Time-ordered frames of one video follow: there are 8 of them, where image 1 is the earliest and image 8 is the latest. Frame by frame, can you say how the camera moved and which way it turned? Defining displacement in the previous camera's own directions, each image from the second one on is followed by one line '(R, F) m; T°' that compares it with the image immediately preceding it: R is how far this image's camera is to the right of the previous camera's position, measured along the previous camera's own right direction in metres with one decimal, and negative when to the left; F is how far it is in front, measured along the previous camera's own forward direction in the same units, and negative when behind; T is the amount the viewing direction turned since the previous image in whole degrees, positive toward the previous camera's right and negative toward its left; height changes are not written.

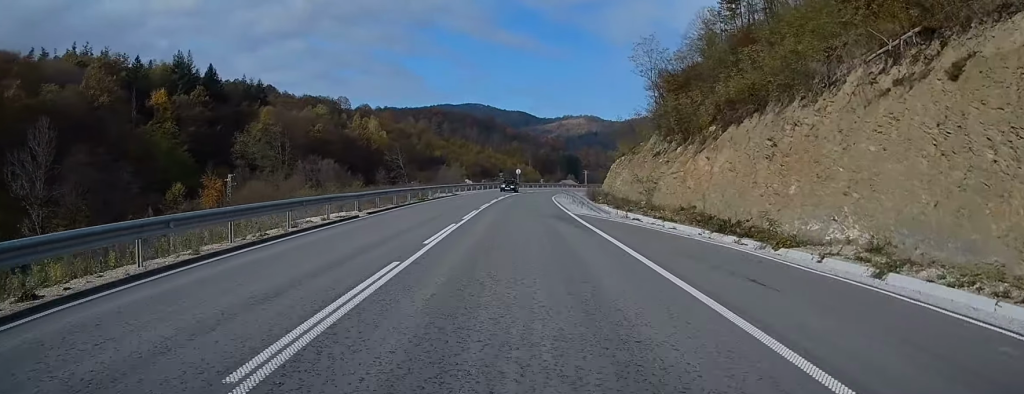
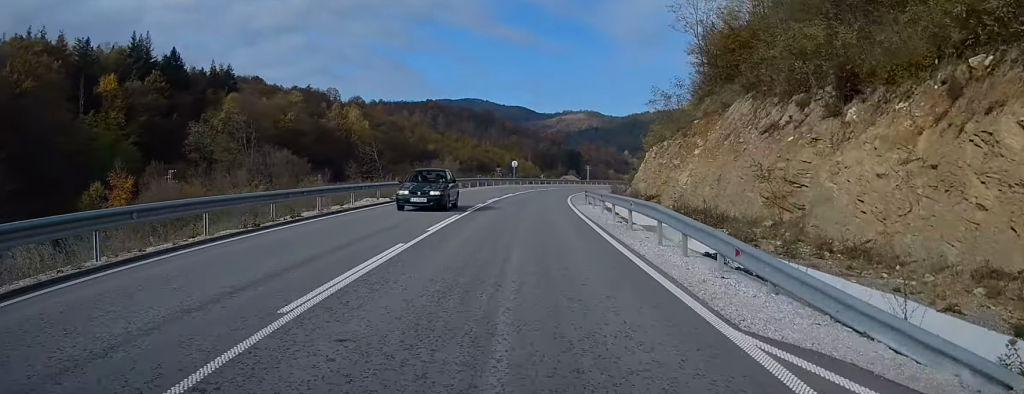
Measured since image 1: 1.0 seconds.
(0.0, +25.3) m; 0°
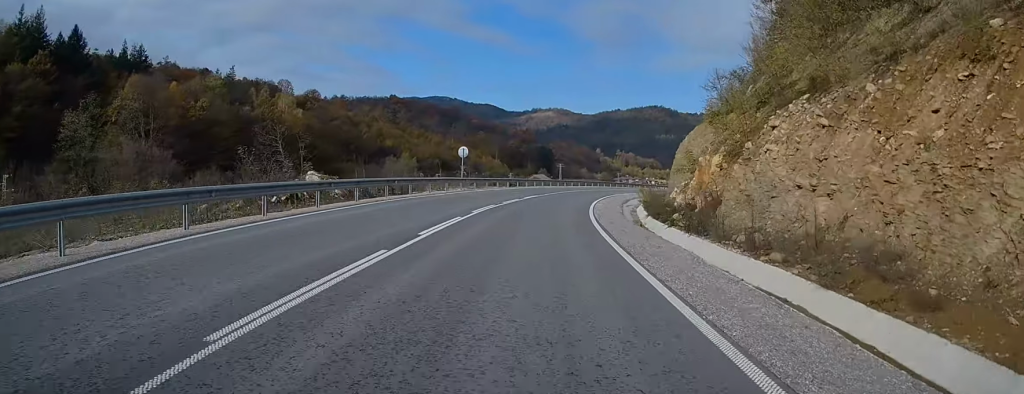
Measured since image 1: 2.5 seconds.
(+0.4, +36.9) m; +2°
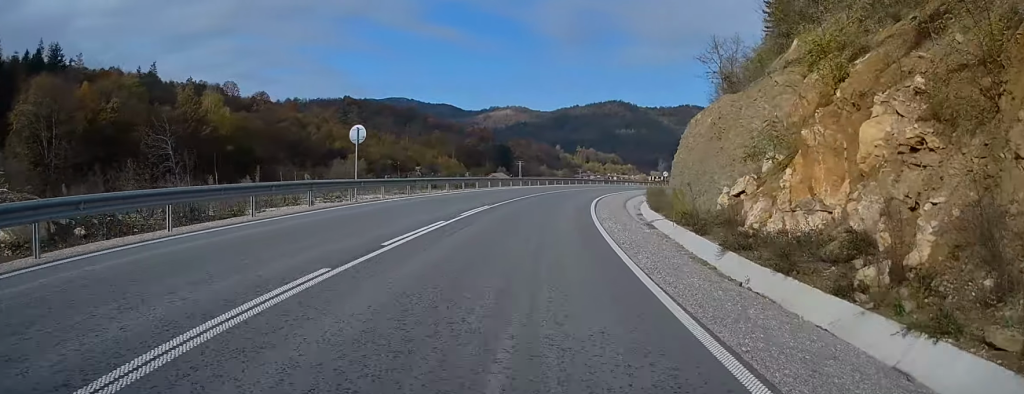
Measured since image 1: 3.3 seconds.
(+0.3, +19.8) m; +2°
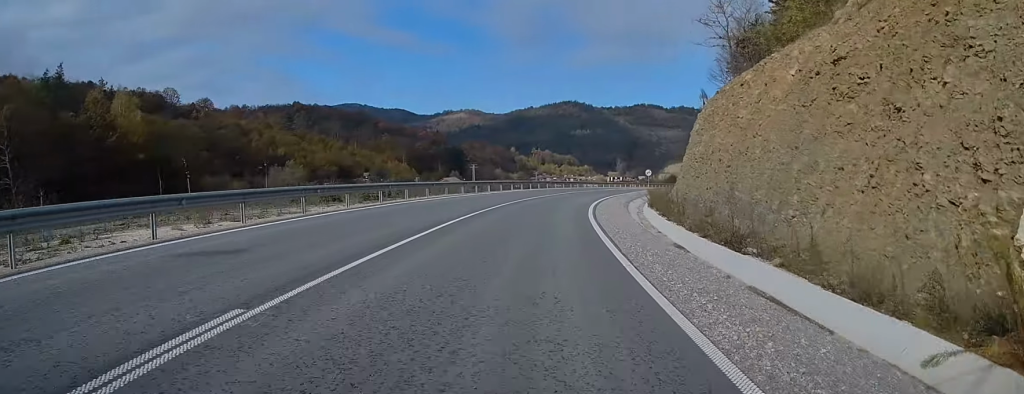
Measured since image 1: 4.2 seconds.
(+0.5, +20.1) m; +3°
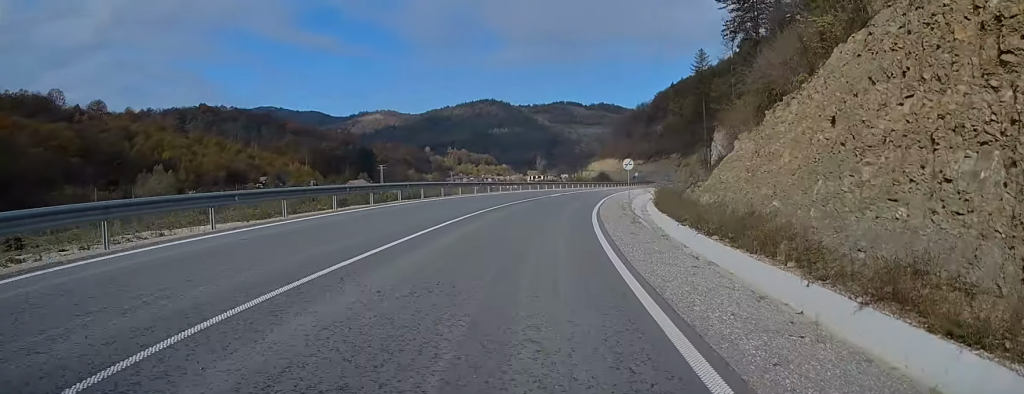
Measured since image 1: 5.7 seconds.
(+2.0, +35.8) m; +6°
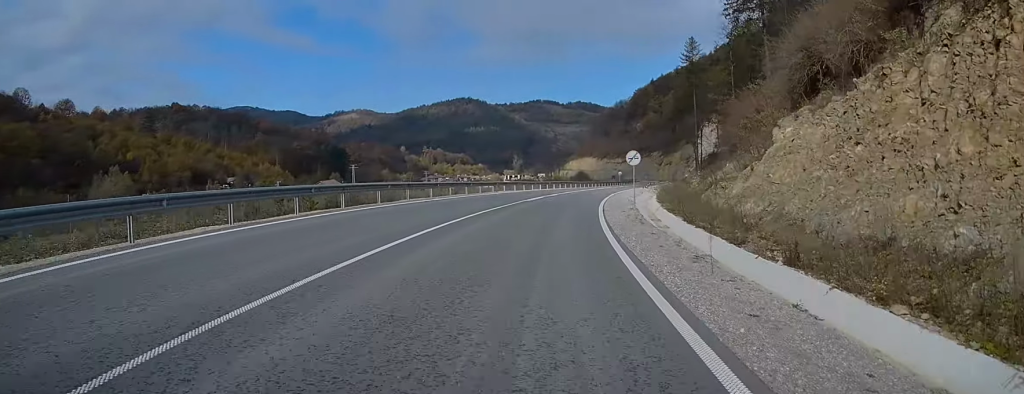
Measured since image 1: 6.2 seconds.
(+0.2, +10.7) m; +2°
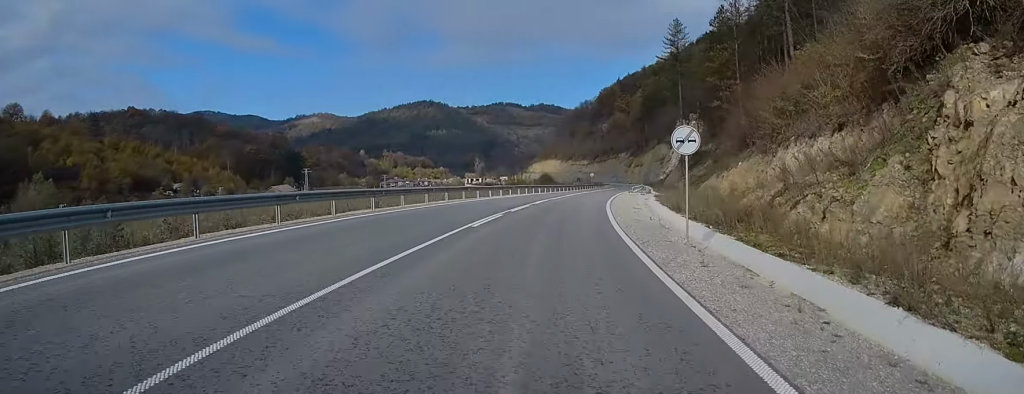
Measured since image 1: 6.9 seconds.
(+0.1, +17.5) m; +4°
